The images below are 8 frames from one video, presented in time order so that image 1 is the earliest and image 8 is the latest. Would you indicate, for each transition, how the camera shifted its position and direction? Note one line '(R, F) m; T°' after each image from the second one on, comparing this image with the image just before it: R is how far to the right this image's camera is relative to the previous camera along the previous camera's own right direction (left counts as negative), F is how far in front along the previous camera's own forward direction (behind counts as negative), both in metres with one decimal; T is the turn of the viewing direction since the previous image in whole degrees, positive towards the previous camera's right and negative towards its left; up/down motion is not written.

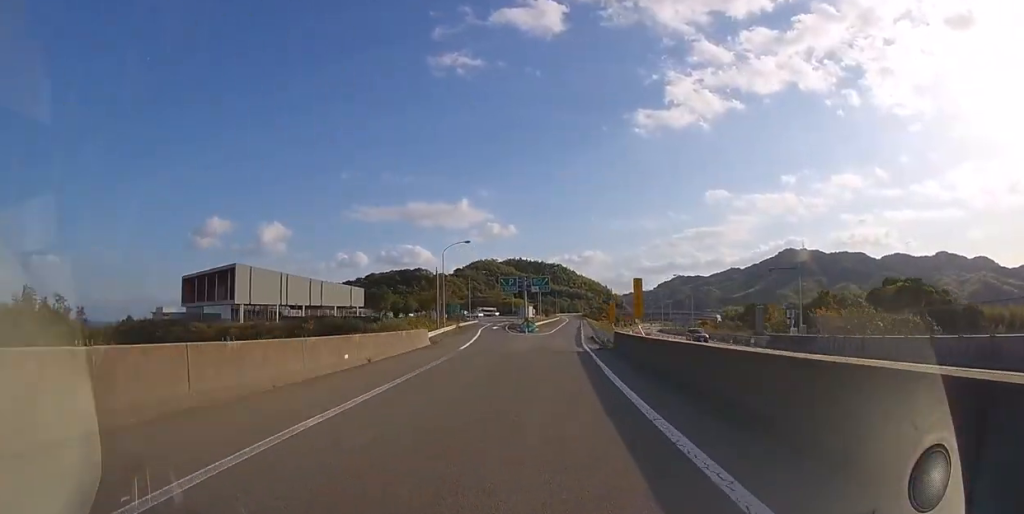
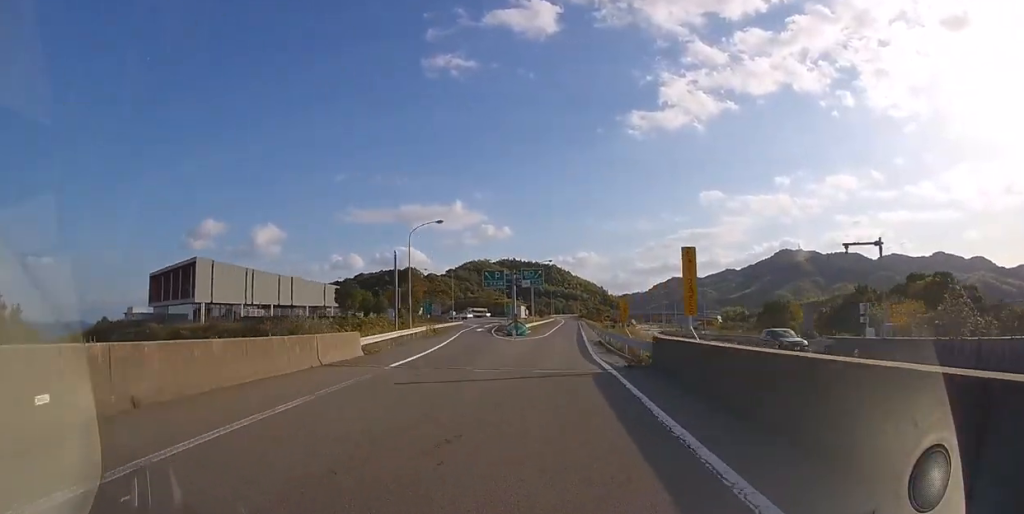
(+0.1, +10.7) m; +1°
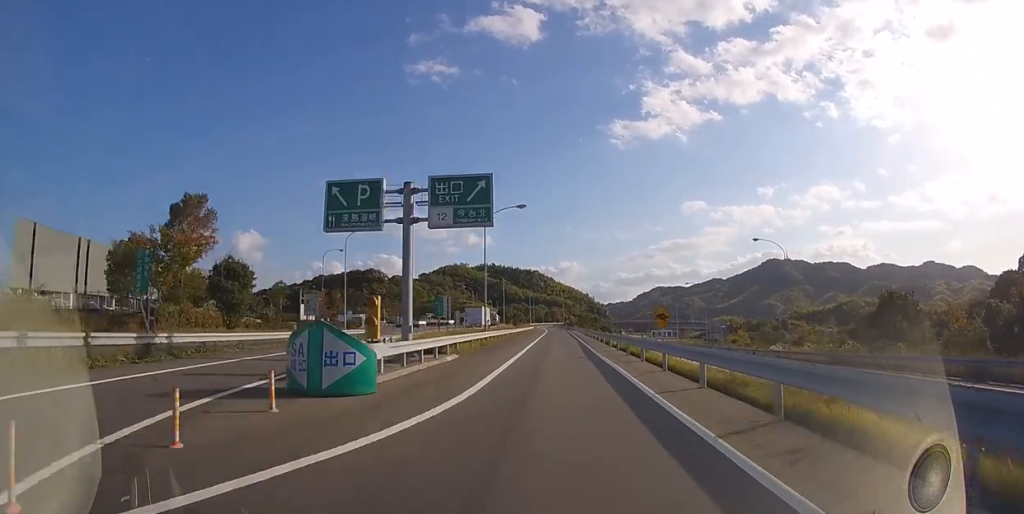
(+0.8, +37.8) m; +2°
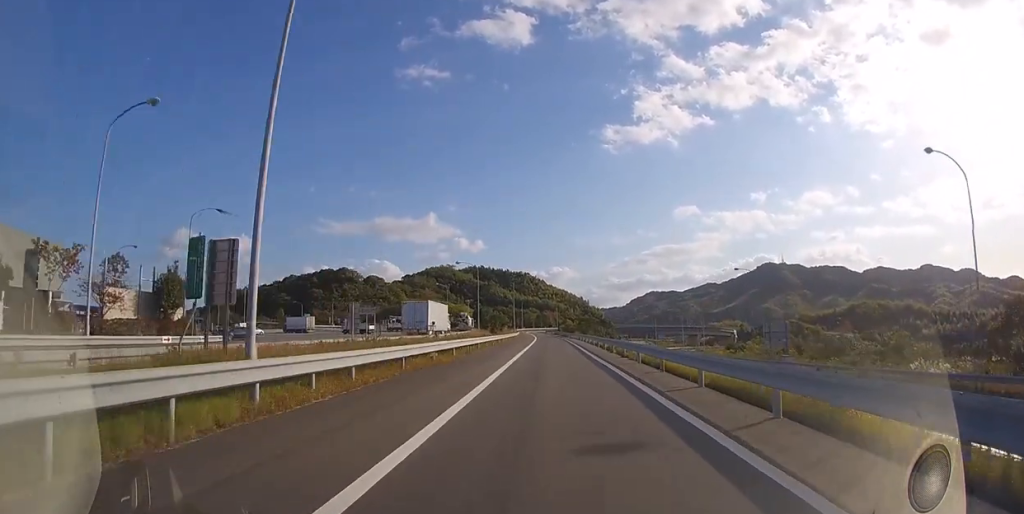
(+0.4, +28.4) m; +1°
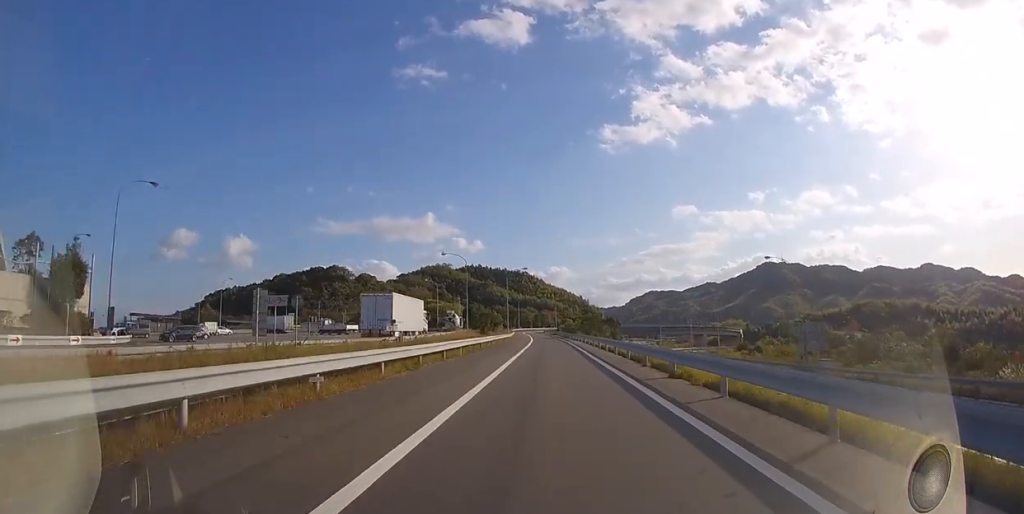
(0.0, +9.5) m; 0°
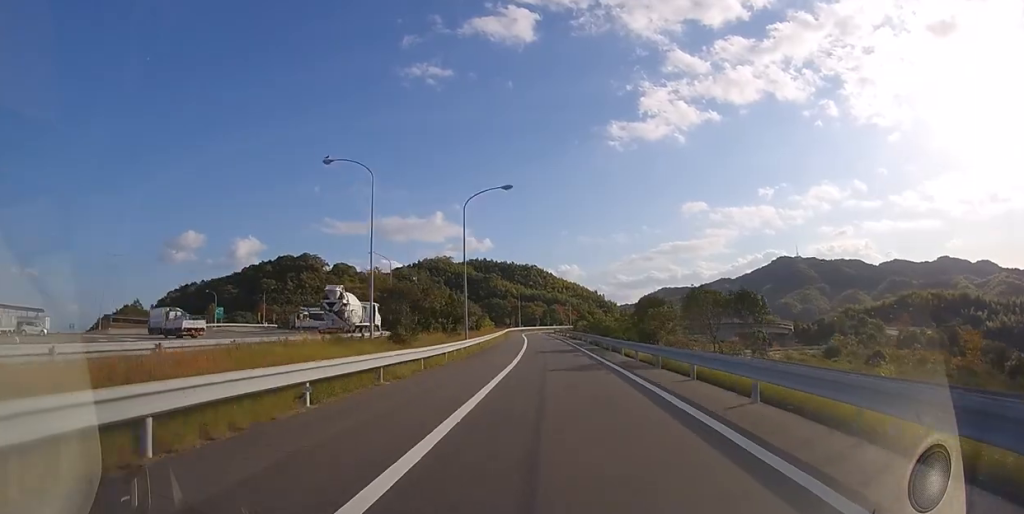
(+0.1, +41.5) m; 0°
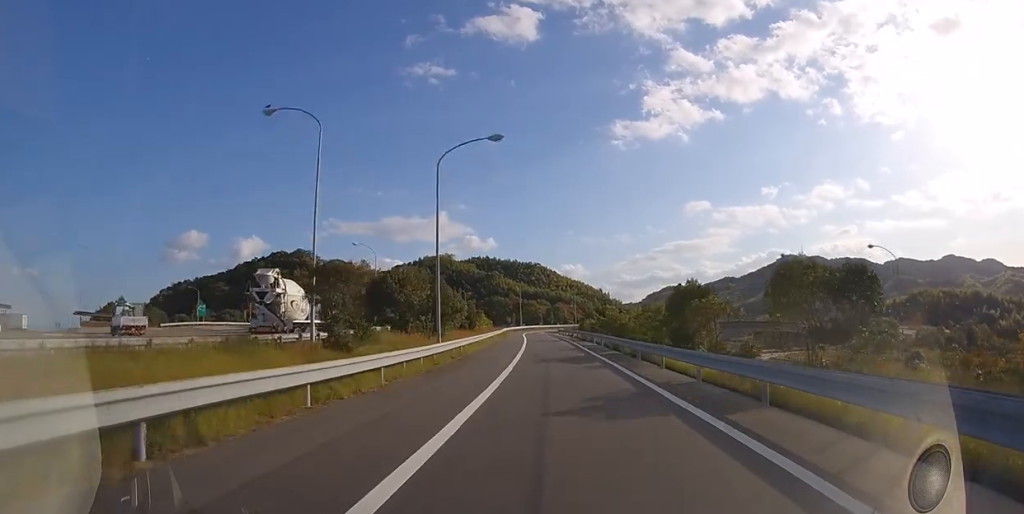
(0.0, +8.1) m; 0°
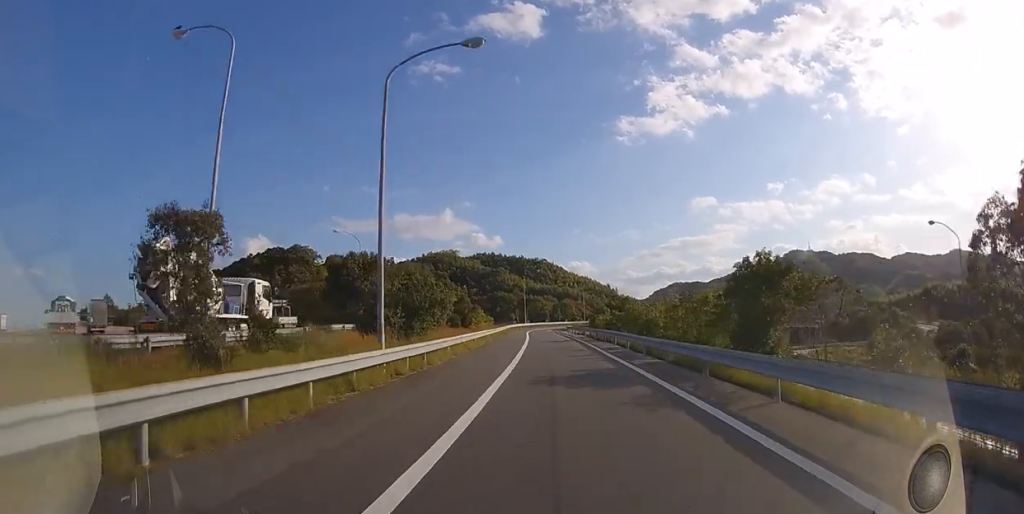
(0.0, +8.0) m; 0°
